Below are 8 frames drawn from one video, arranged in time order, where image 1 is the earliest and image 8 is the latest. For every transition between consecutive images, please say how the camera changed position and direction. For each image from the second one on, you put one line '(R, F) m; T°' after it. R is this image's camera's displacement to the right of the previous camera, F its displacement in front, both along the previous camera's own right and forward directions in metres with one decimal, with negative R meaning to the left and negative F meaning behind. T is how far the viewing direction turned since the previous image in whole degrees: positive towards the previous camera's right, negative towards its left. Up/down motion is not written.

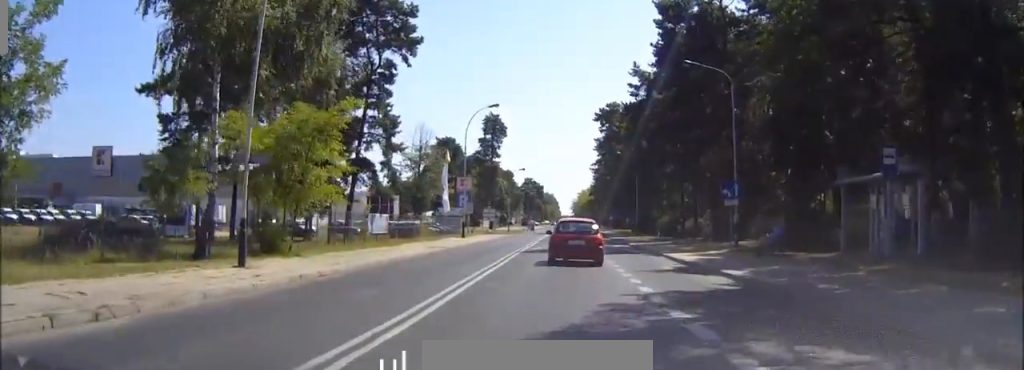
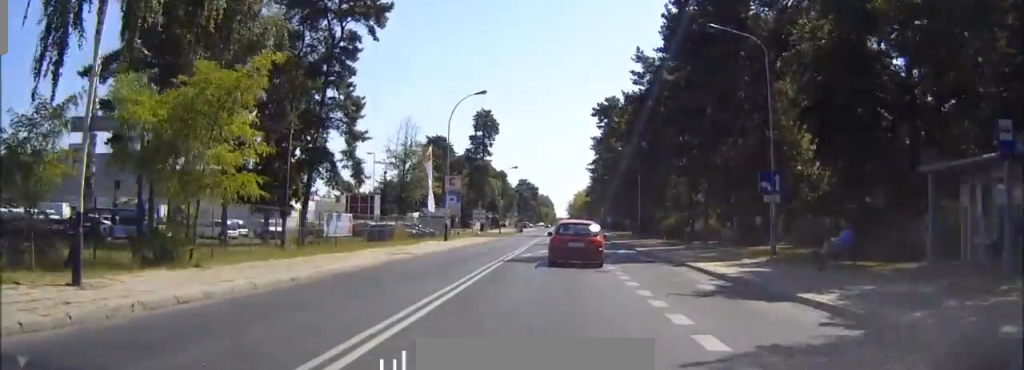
(0.0, +6.4) m; +1°
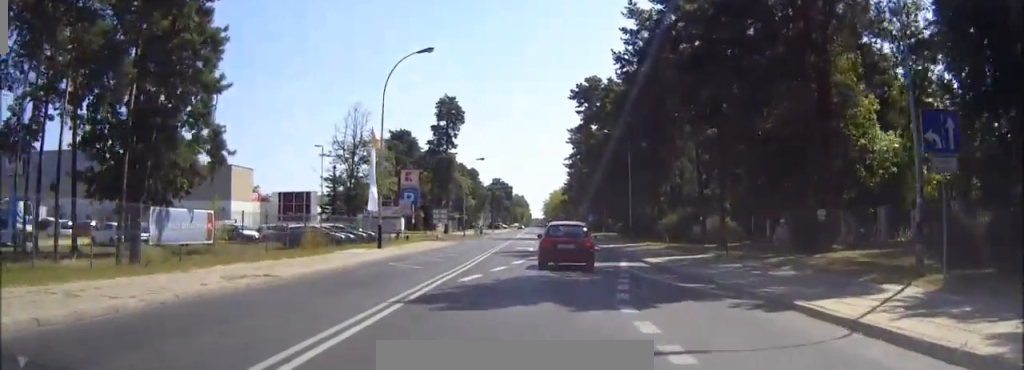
(+0.2, +12.5) m; +2°
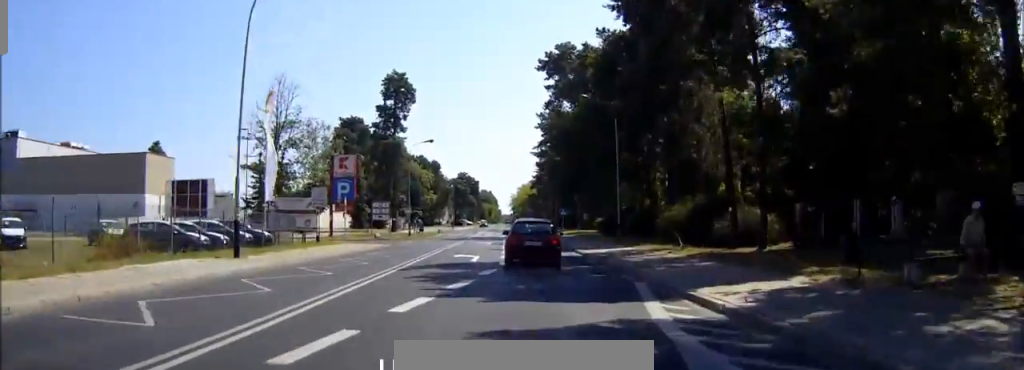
(+0.1, +14.4) m; +1°
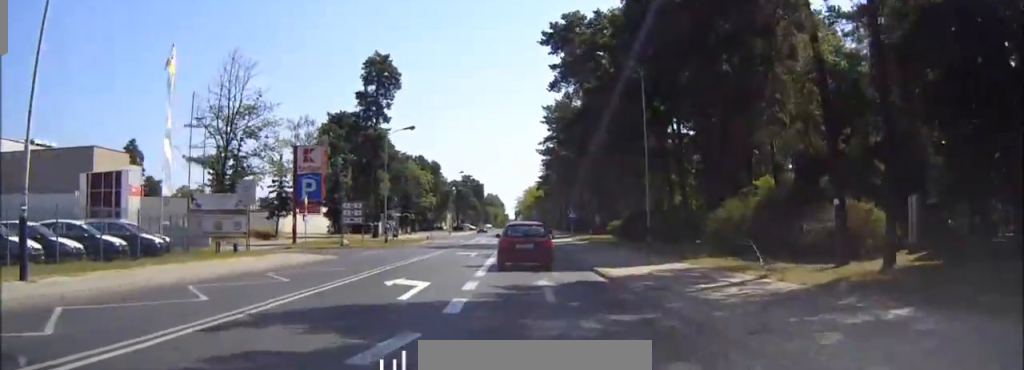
(+0.1, +11.5) m; 0°
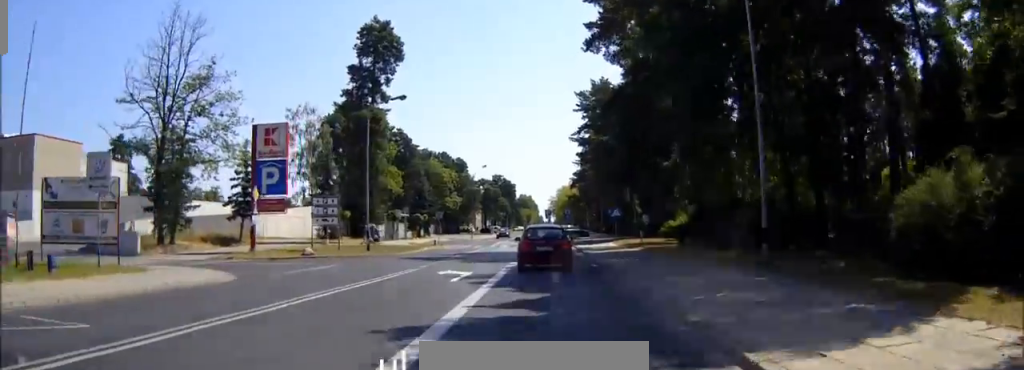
(-0.2, +13.9) m; -2°
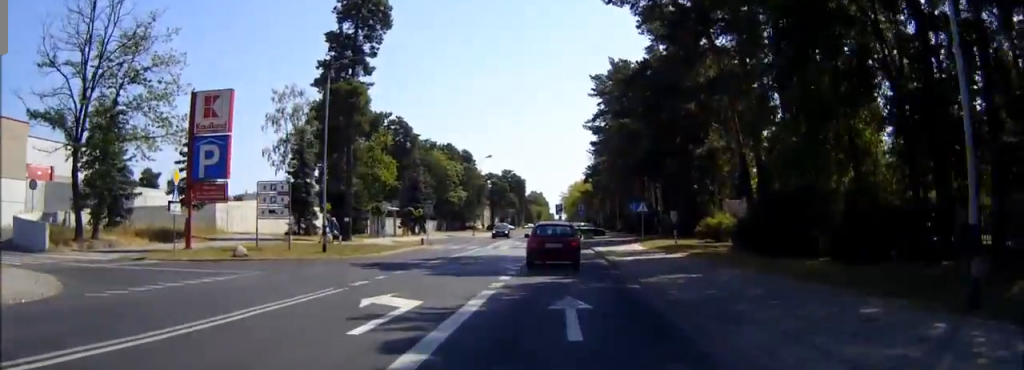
(-0.1, +9.5) m; -1°
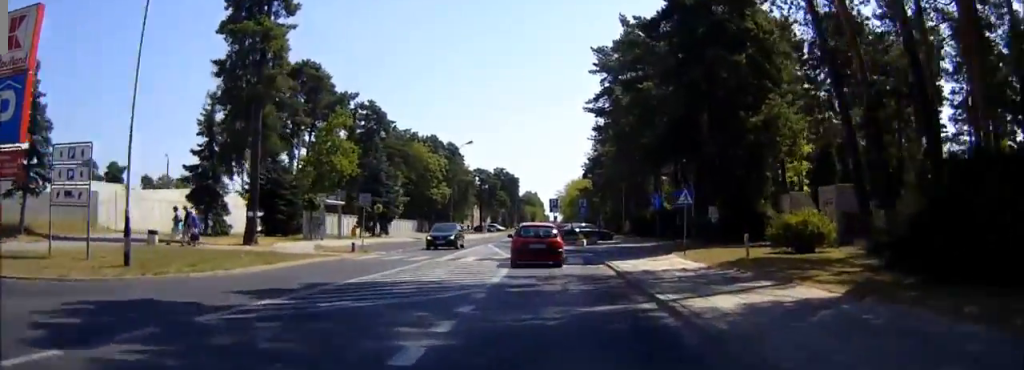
(0.0, +15.0) m; 0°
